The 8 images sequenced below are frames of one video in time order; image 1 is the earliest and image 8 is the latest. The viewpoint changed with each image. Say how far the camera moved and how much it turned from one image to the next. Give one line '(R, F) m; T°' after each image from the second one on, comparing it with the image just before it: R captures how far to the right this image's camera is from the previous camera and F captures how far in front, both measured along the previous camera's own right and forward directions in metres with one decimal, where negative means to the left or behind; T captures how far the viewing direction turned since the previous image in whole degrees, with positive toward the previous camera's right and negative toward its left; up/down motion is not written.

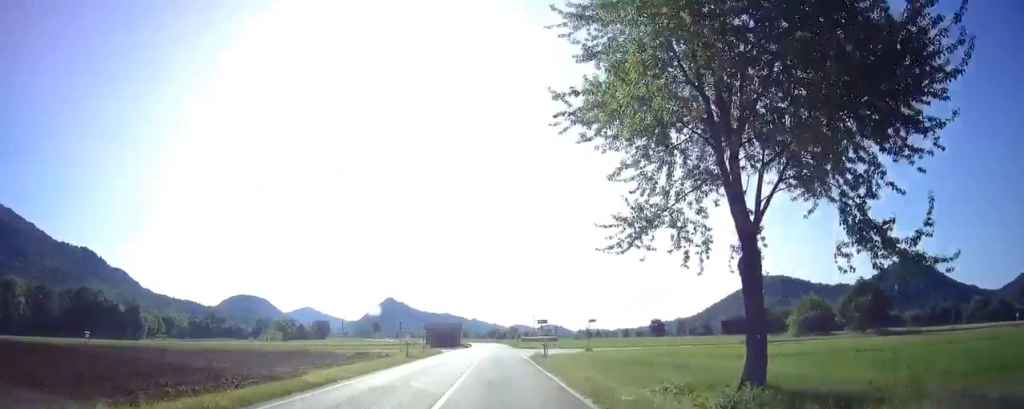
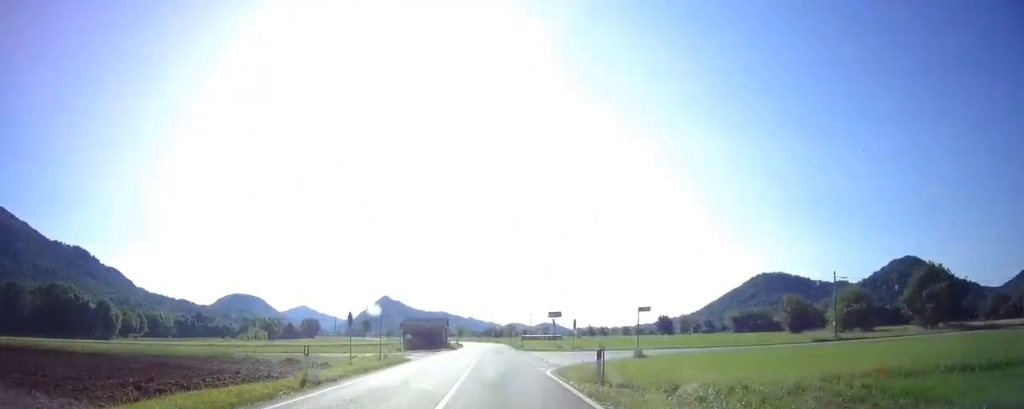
(-0.2, +13.8) m; +2°
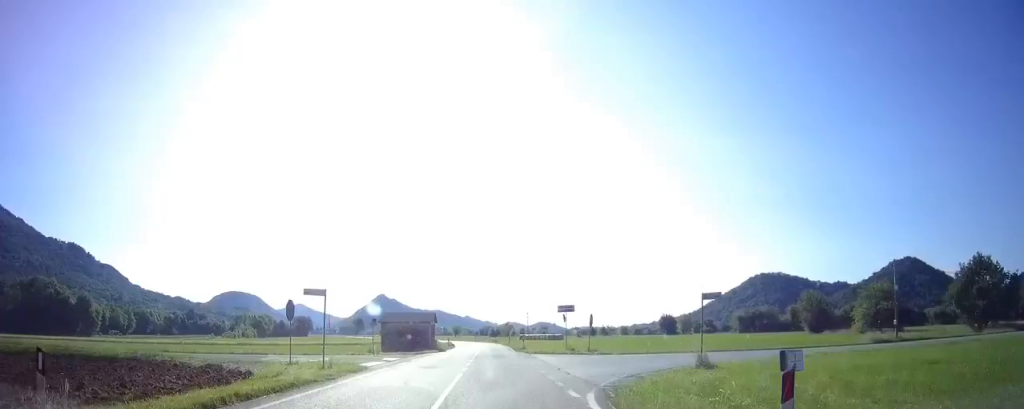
(+0.5, +7.4) m; +11°
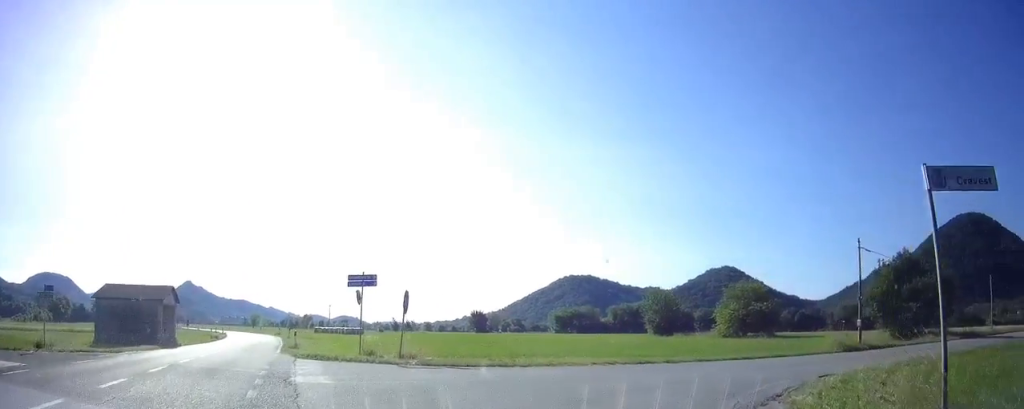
(+6.0, +14.7) m; +49°
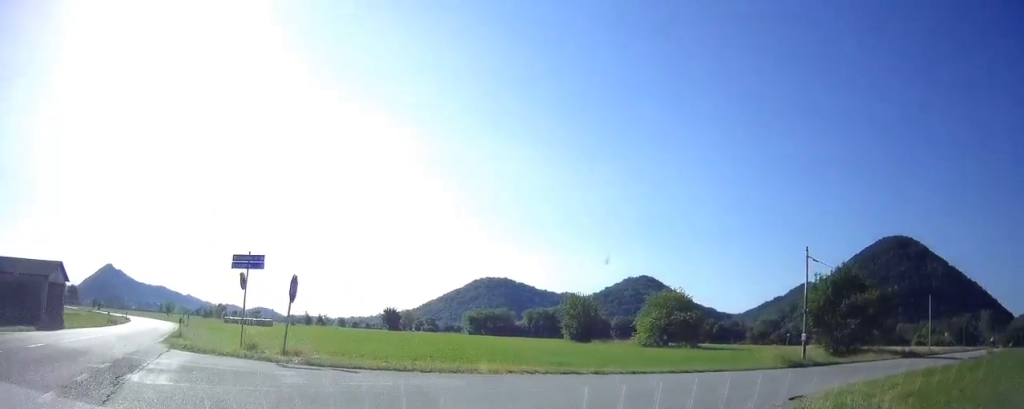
(+0.6, +3.2) m; +7°
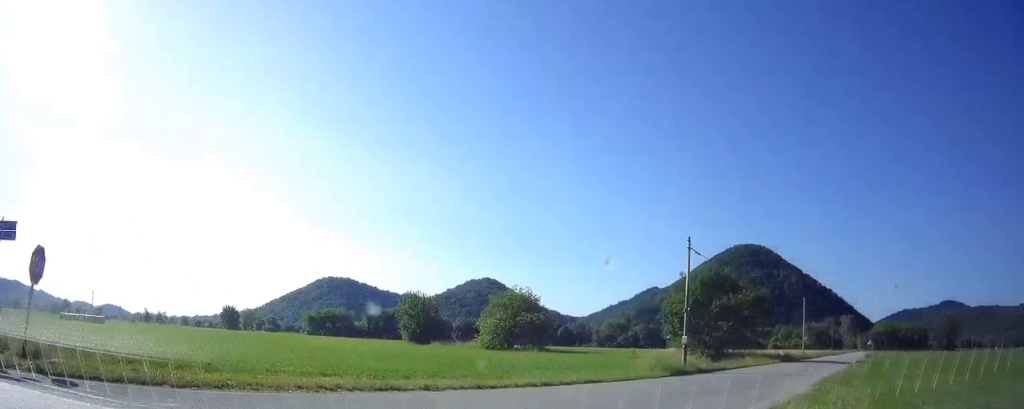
(+0.5, +5.2) m; +10°
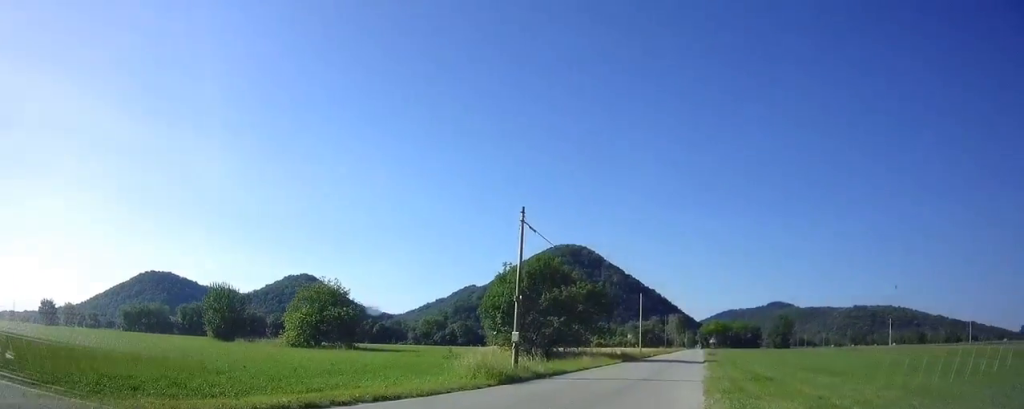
(+0.6, +6.8) m; +6°
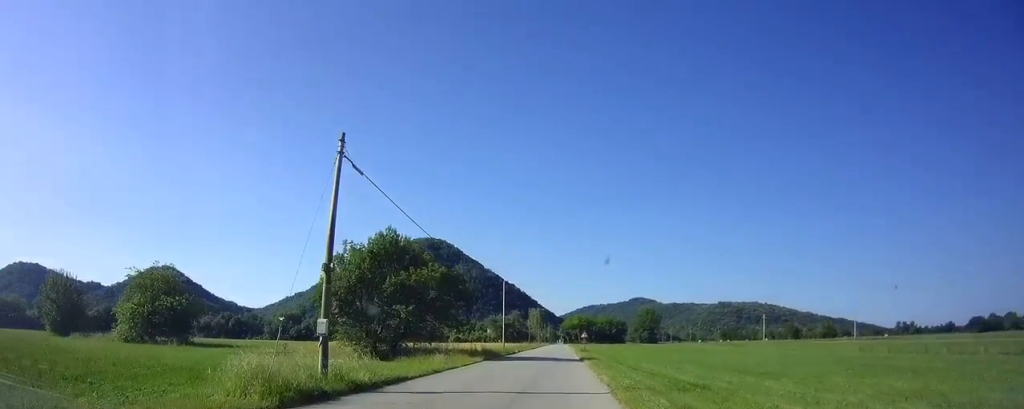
(+0.3, +7.3) m; +3°
